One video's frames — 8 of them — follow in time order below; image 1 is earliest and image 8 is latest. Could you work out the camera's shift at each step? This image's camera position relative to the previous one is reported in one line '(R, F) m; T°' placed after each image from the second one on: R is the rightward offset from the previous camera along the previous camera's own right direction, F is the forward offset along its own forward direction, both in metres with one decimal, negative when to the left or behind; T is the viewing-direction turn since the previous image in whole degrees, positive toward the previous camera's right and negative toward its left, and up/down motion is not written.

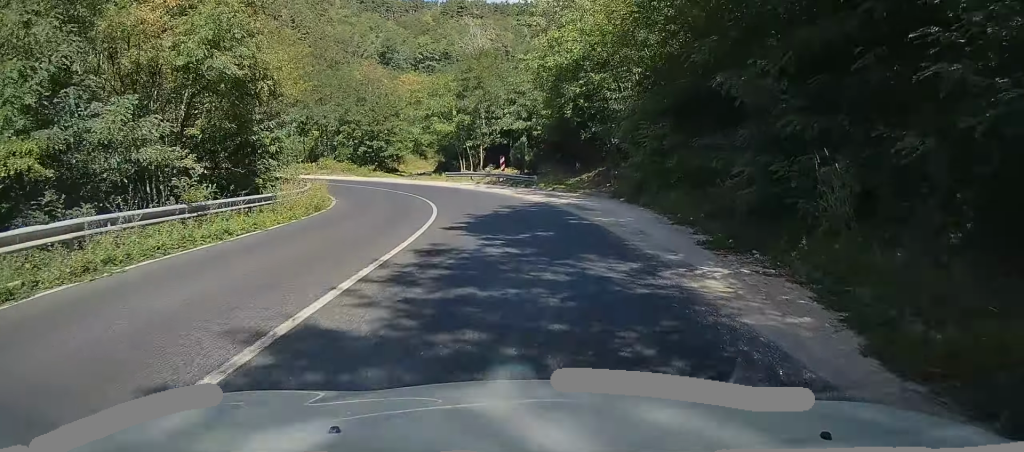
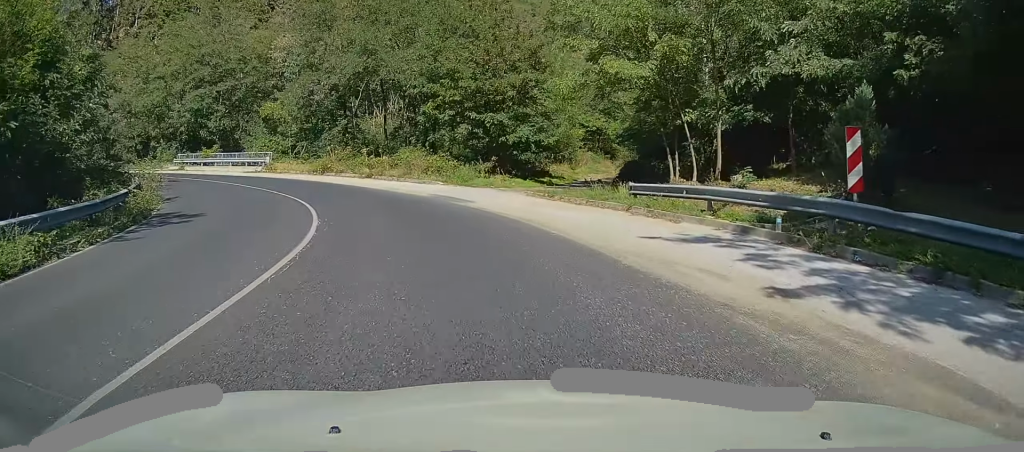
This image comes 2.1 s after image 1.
(-3.7, +32.9) m; -19°
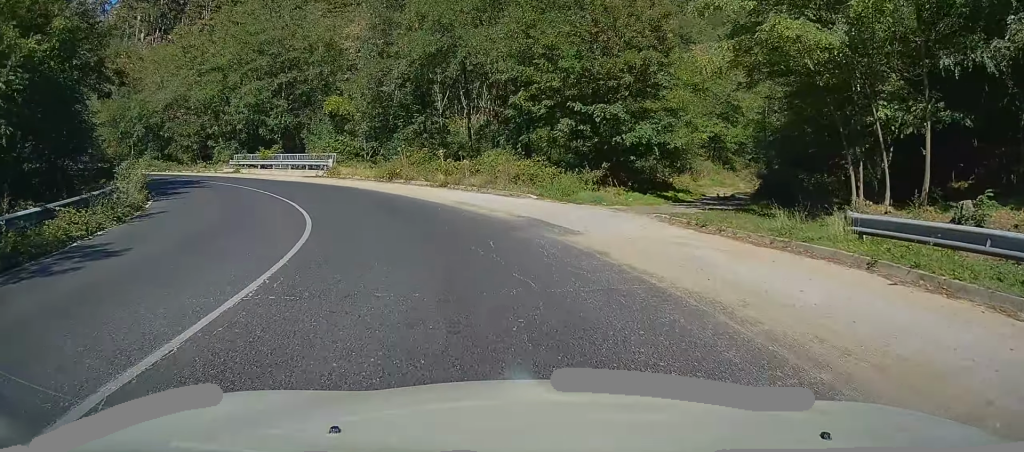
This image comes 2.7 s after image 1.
(-0.6, +7.5) m; -10°
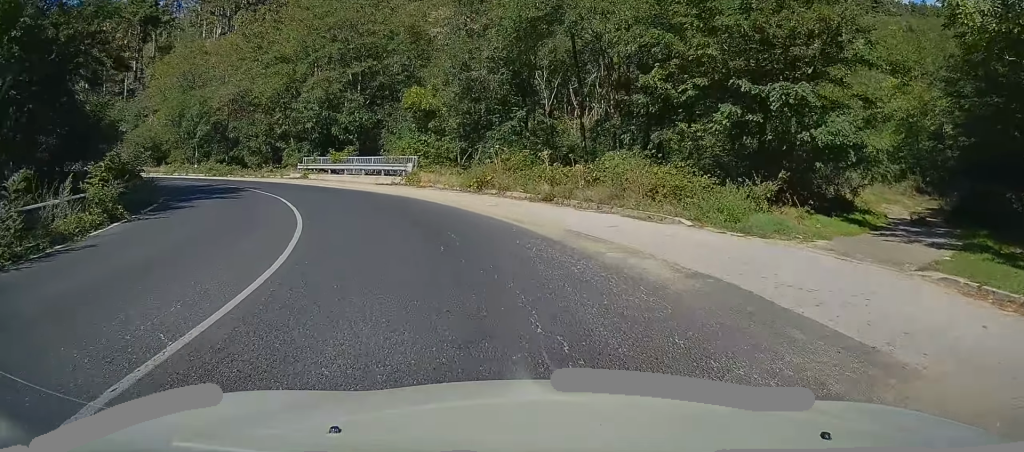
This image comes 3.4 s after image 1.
(-0.3, +7.7) m; -12°
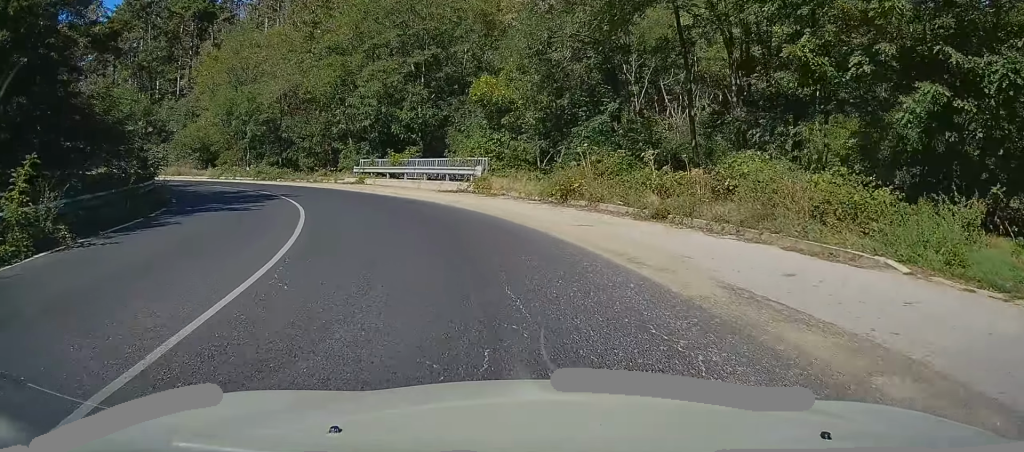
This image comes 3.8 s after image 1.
(-1.0, +5.2) m; -9°
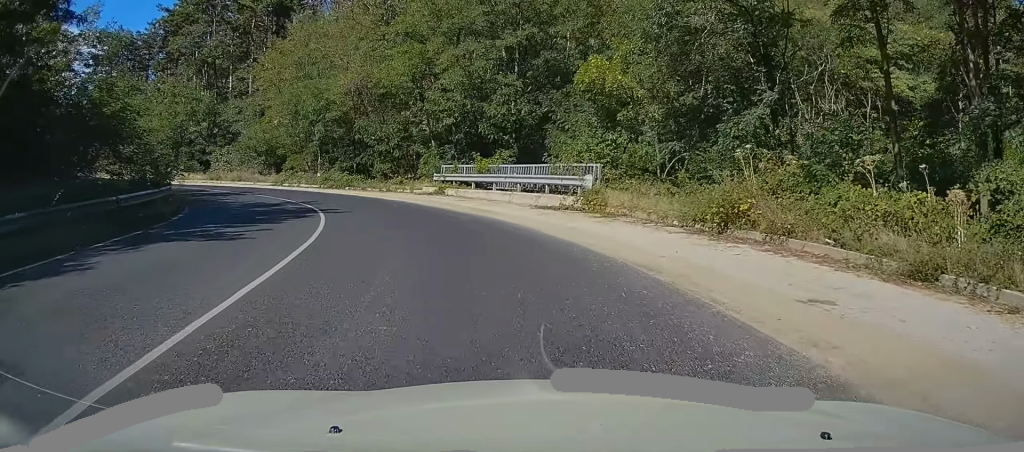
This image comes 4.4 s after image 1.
(-0.5, +6.8) m; -11°
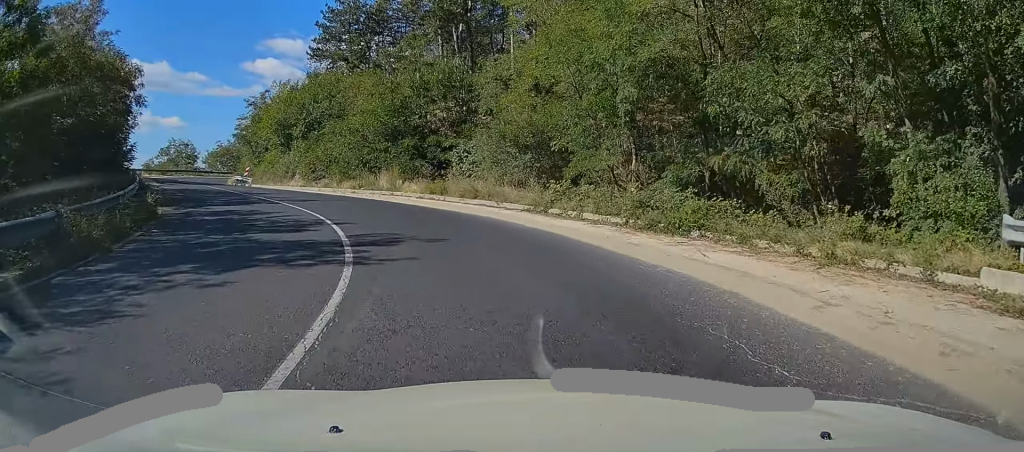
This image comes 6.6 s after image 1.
(-5.5, +22.9) m; -27°
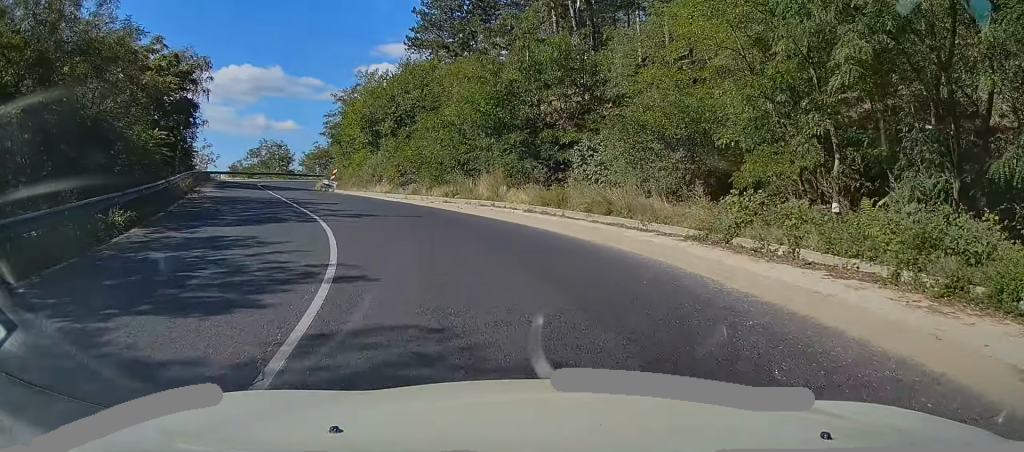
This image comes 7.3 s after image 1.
(-0.5, +7.7) m; -10°
